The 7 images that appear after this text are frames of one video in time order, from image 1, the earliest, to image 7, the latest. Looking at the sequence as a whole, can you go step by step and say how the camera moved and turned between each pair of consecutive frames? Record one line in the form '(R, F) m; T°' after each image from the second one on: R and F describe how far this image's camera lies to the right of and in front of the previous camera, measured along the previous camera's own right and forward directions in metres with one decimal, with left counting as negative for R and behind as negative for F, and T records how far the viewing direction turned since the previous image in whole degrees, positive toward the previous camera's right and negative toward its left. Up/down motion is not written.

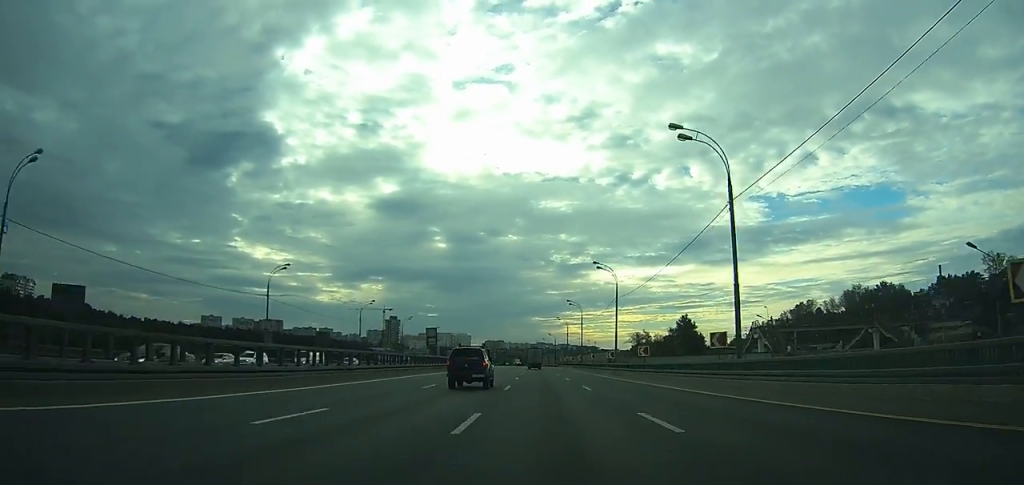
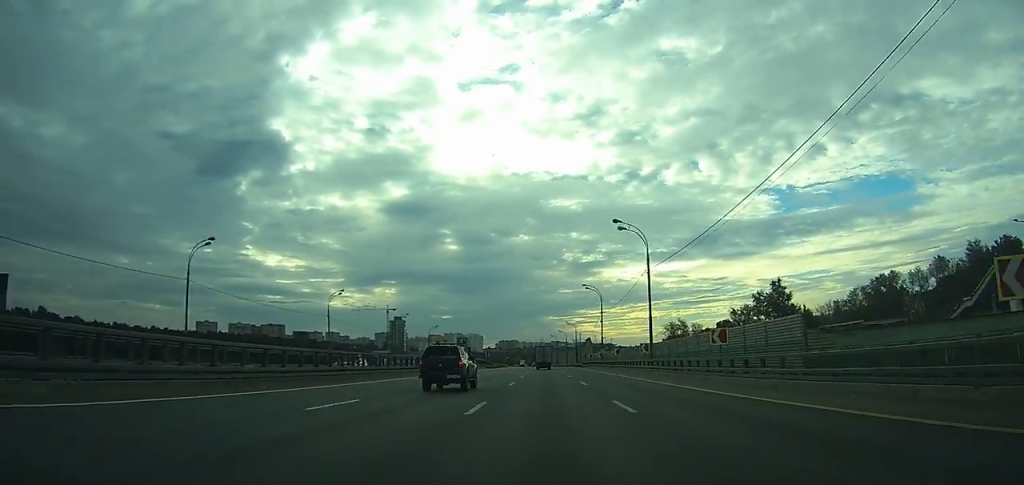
(-1.7, +59.3) m; -3°
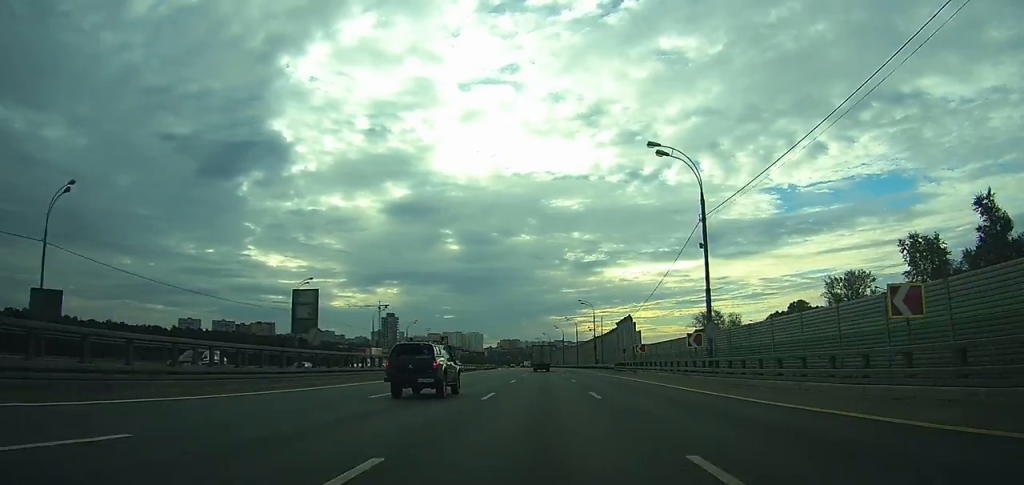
(-0.7, +57.5) m; -1°
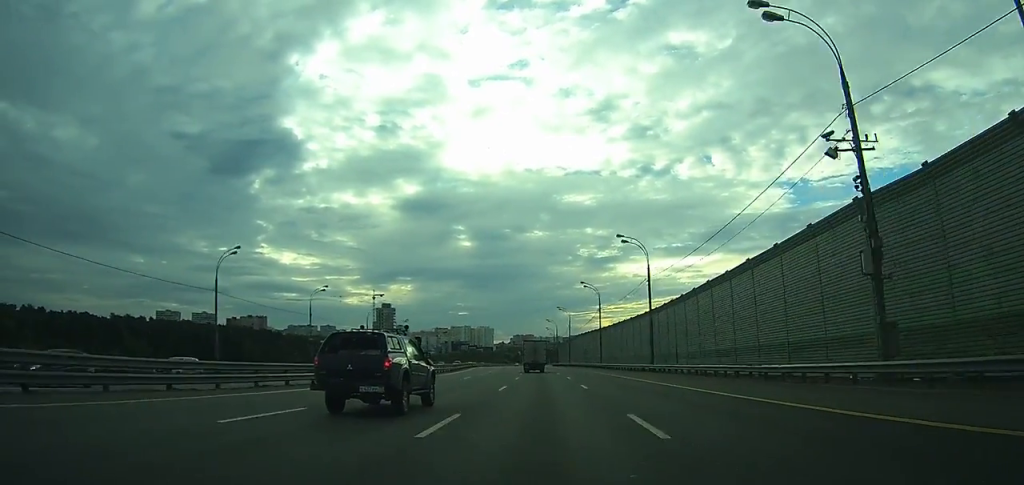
(-0.7, +92.7) m; -1°
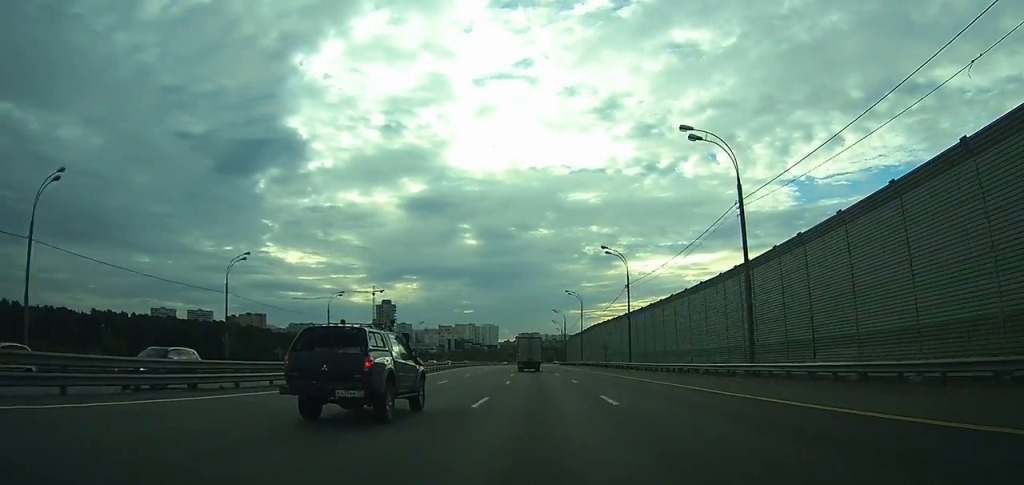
(+0.1, +25.9) m; 0°
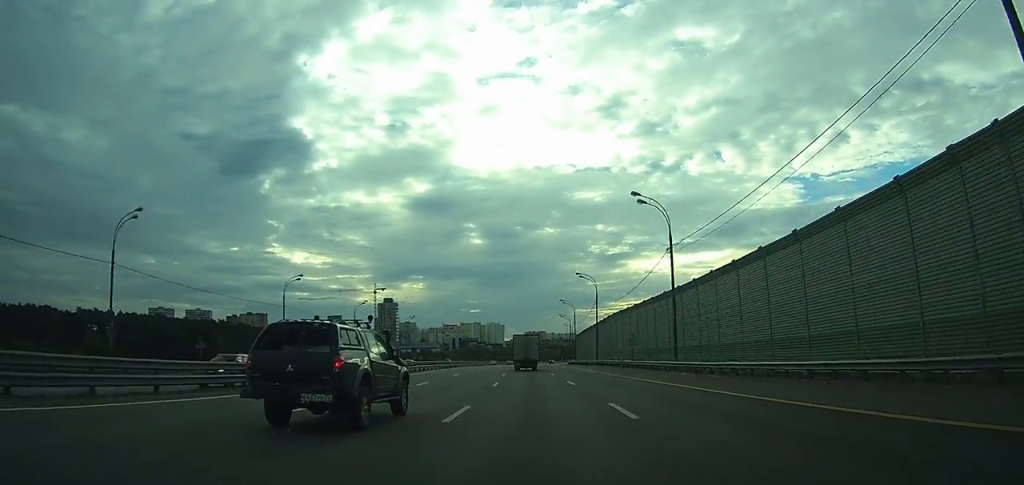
(-0.1, +20.1) m; -1°
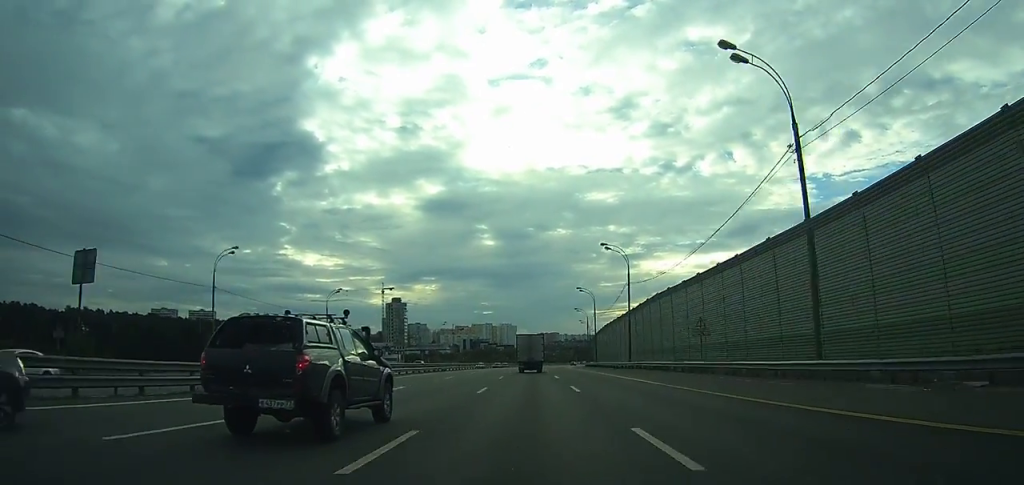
(0.0, +21.7) m; -1°
